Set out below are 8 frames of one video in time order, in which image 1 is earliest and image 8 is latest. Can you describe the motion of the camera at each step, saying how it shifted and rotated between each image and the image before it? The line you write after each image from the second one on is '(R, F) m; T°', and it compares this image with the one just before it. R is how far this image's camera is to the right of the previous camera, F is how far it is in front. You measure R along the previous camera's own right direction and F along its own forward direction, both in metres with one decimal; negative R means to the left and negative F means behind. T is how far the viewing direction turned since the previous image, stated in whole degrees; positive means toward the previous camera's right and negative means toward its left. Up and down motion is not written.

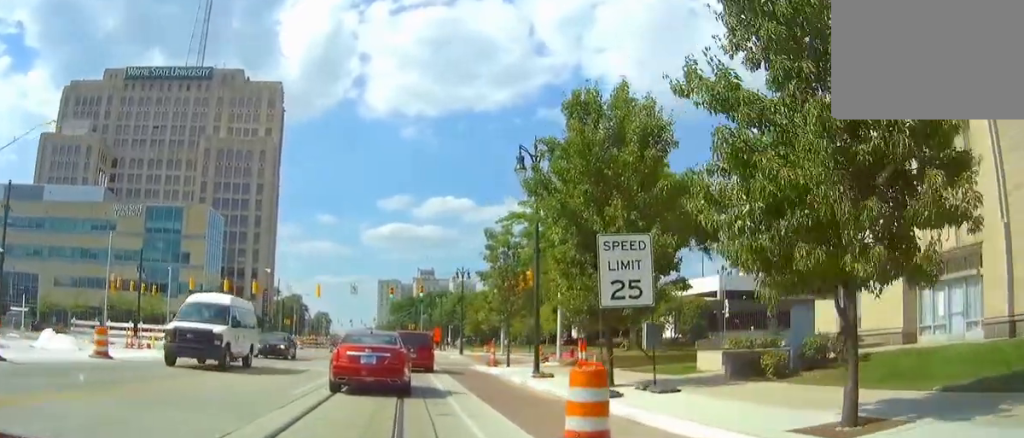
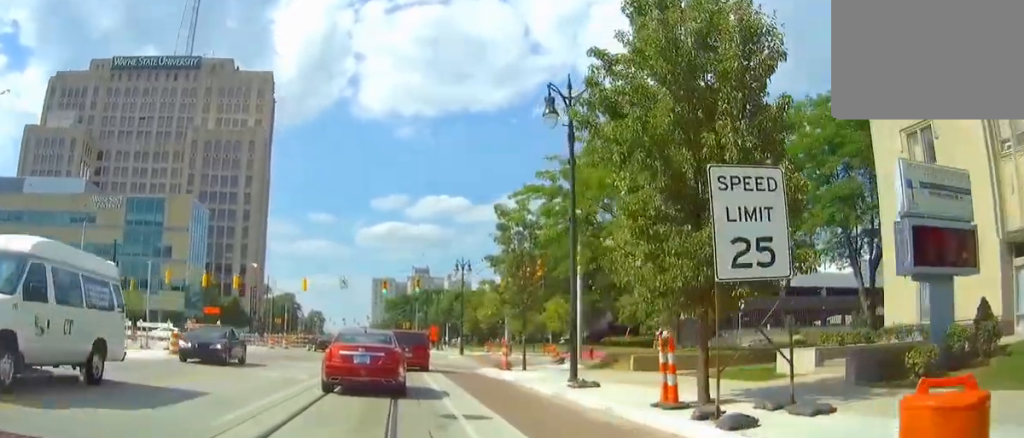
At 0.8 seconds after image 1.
(0.0, +6.5) m; 0°
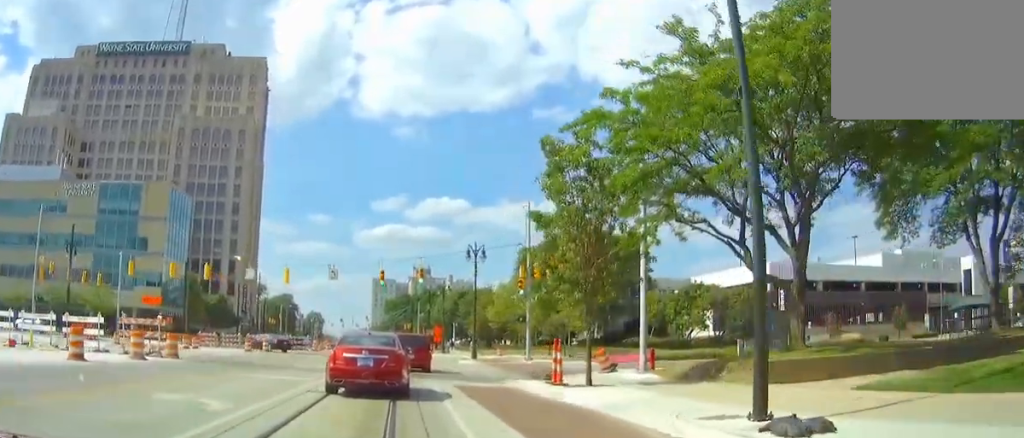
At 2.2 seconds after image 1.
(0.0, +11.1) m; 0°
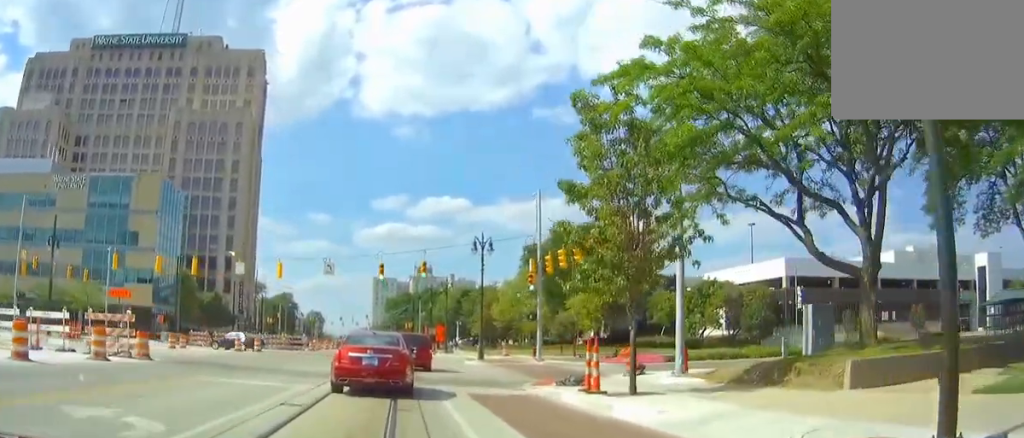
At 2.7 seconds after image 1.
(0.0, +4.0) m; 0°
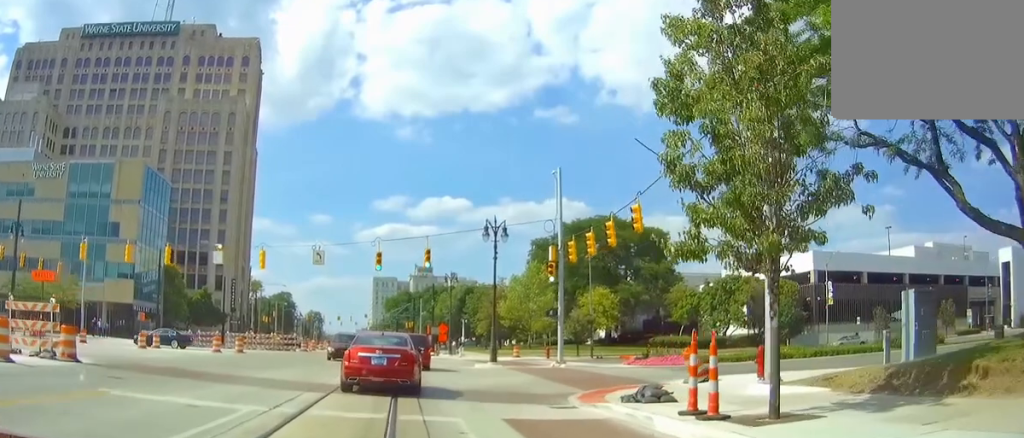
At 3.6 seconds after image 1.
(0.0, +6.6) m; 0°
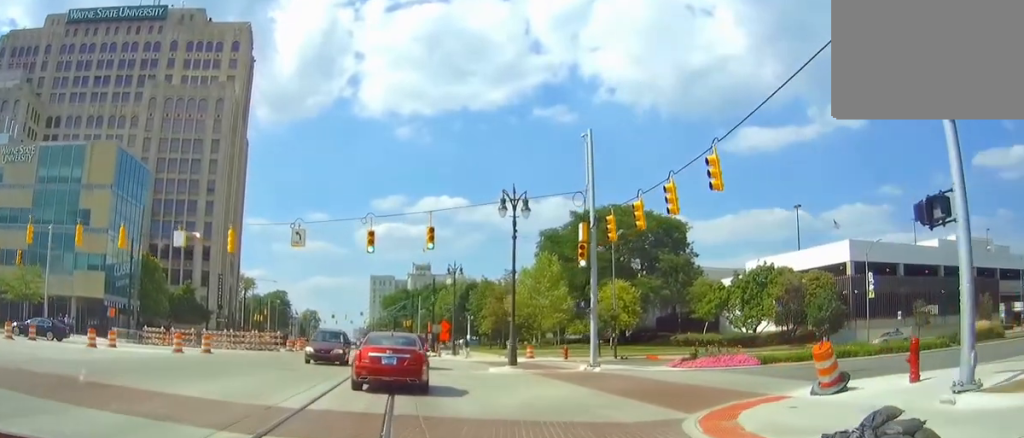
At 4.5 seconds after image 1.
(0.0, +7.6) m; 0°
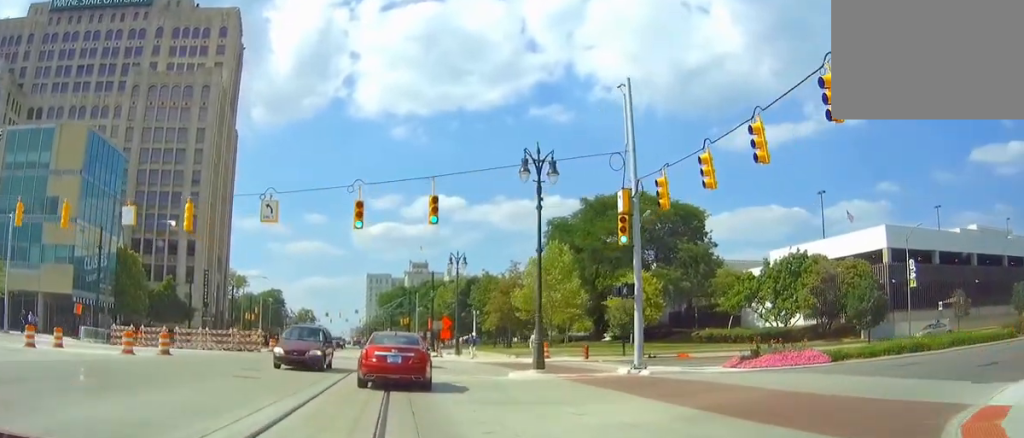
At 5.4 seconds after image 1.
(0.0, +6.8) m; 0°
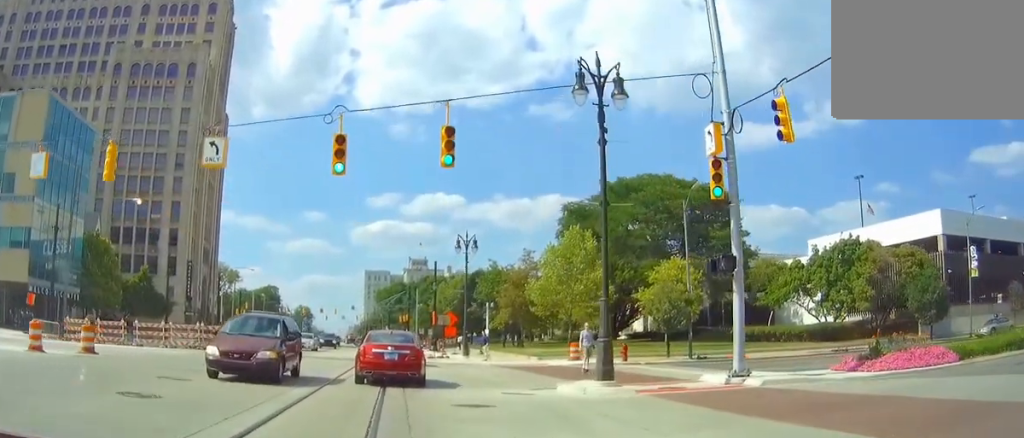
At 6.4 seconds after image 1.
(+0.1, +7.9) m; -1°
